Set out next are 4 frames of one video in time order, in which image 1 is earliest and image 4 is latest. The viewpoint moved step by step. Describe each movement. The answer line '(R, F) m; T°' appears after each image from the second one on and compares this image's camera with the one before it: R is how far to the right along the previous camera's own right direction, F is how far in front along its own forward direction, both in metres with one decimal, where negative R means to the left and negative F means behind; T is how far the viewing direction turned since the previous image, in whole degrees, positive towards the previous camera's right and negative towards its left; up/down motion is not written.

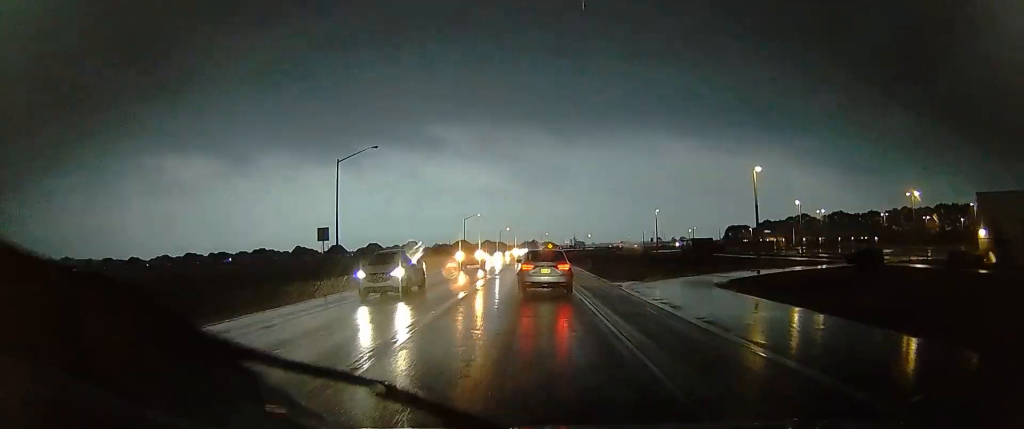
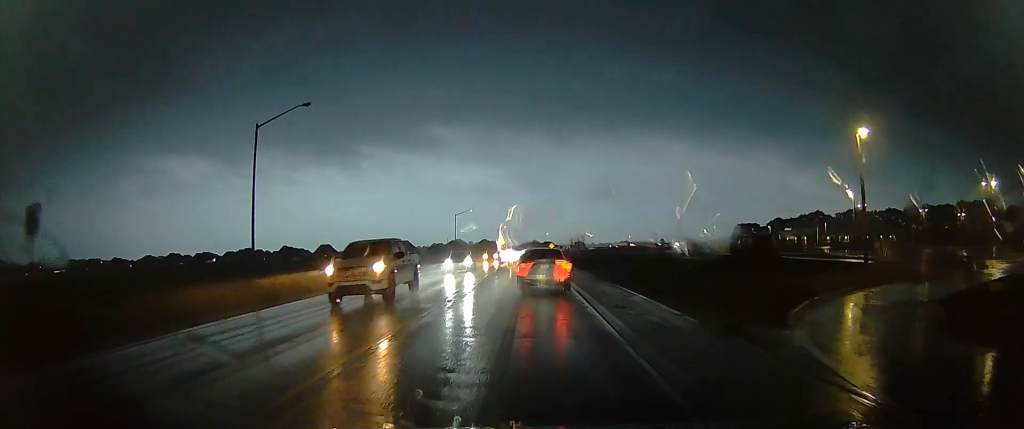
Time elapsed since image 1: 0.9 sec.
(0.0, +17.2) m; 0°
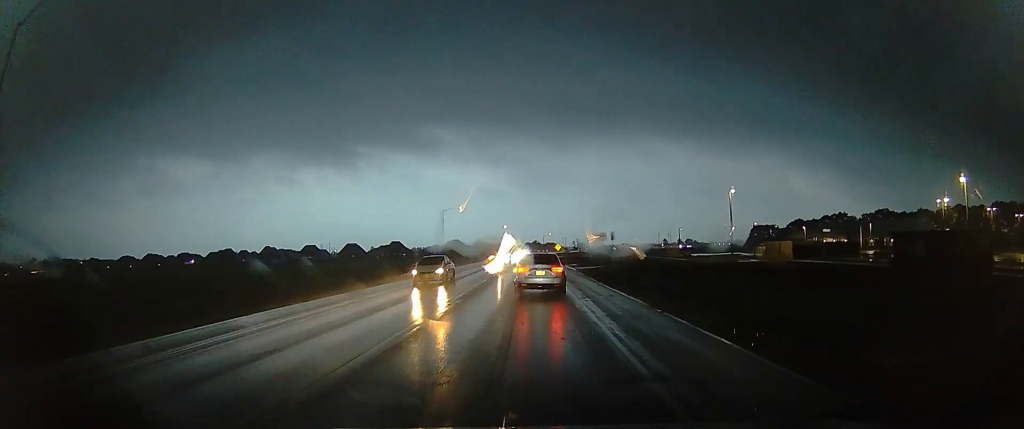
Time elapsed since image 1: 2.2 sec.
(0.0, +24.5) m; 0°
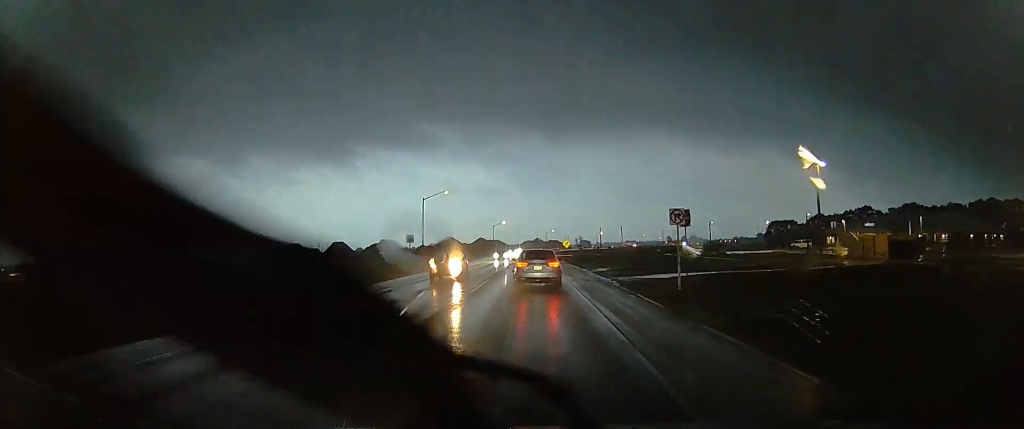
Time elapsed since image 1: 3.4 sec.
(0.0, +22.3) m; 0°
